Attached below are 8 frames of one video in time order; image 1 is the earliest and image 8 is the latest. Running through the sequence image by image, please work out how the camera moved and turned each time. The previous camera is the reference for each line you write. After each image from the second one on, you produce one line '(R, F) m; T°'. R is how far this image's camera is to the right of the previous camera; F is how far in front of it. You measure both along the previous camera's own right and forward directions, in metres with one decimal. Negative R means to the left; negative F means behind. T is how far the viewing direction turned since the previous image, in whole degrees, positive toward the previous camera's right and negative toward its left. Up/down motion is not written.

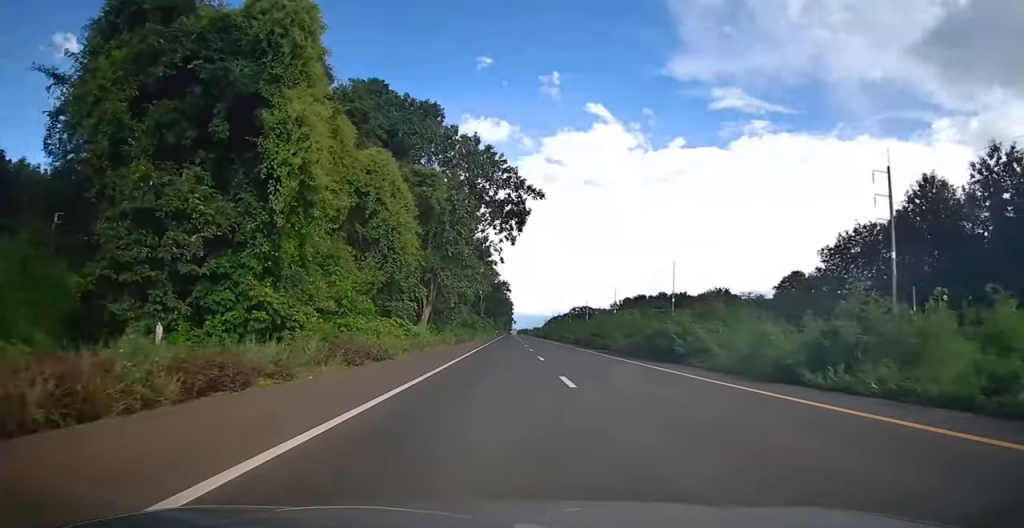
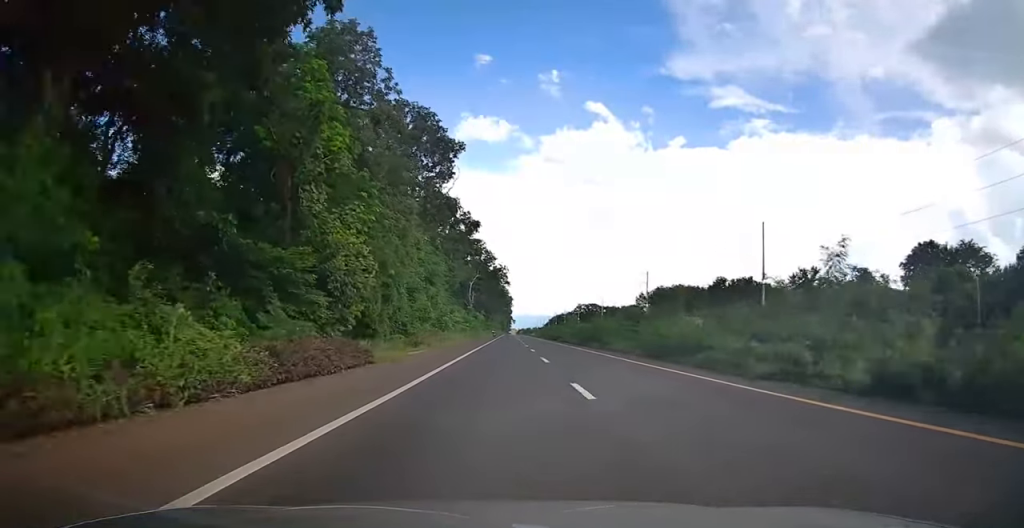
(+0.2, +49.9) m; 0°
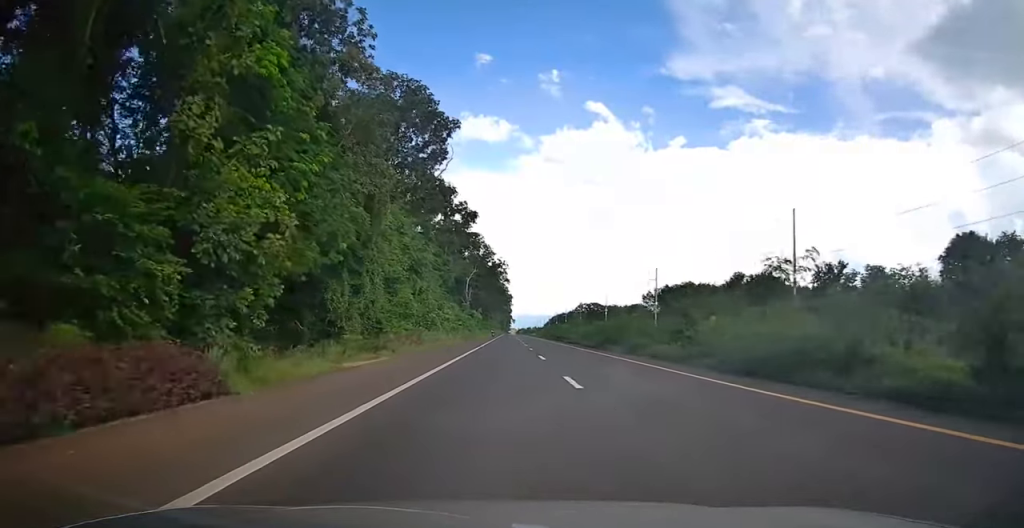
(0.0, +10.2) m; 0°
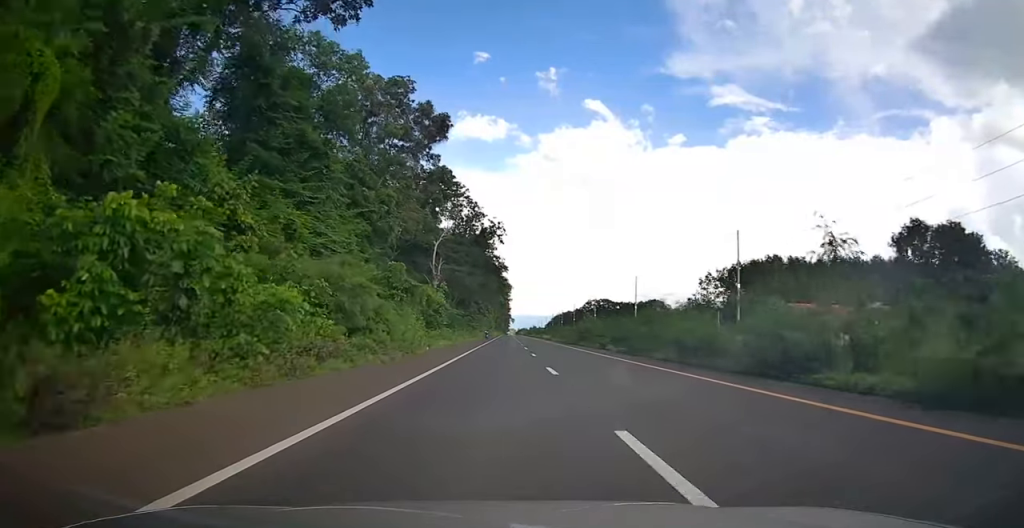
(0.0, +56.0) m; 0°
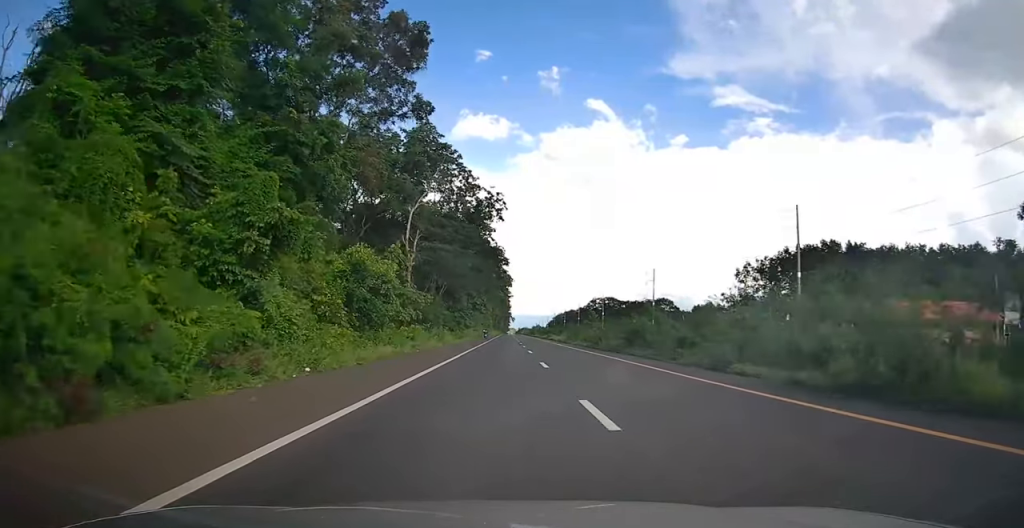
(+0.1, +20.8) m; 0°
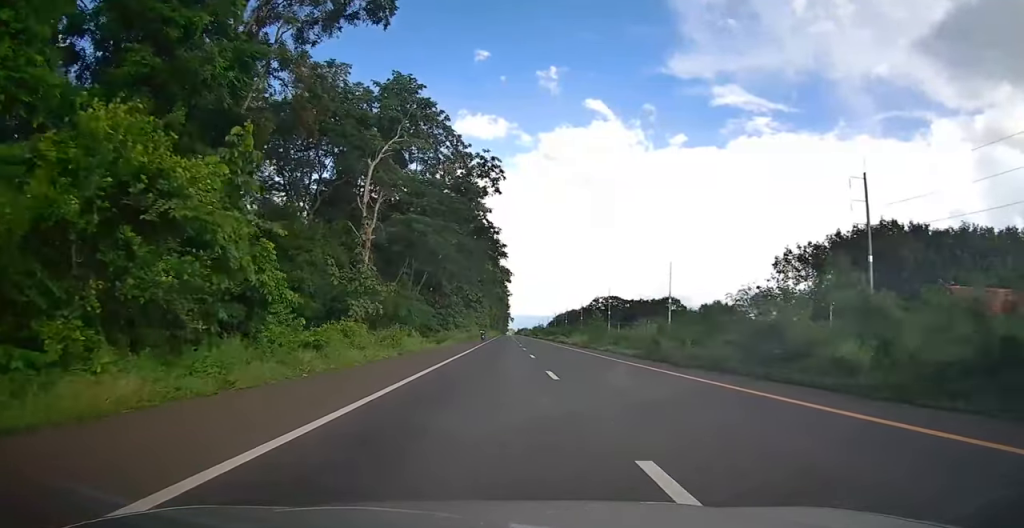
(0.0, +16.7) m; 0°
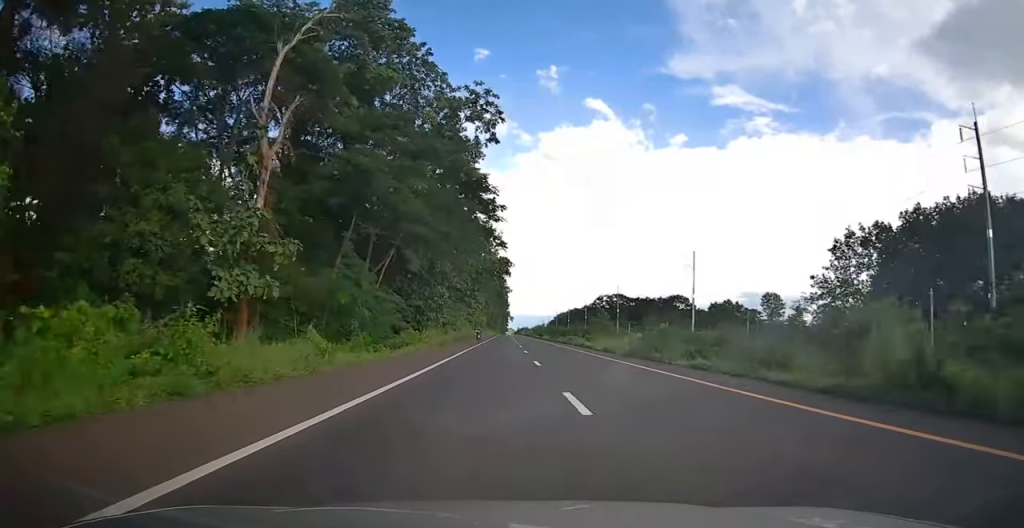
(0.0, +17.9) m; 0°
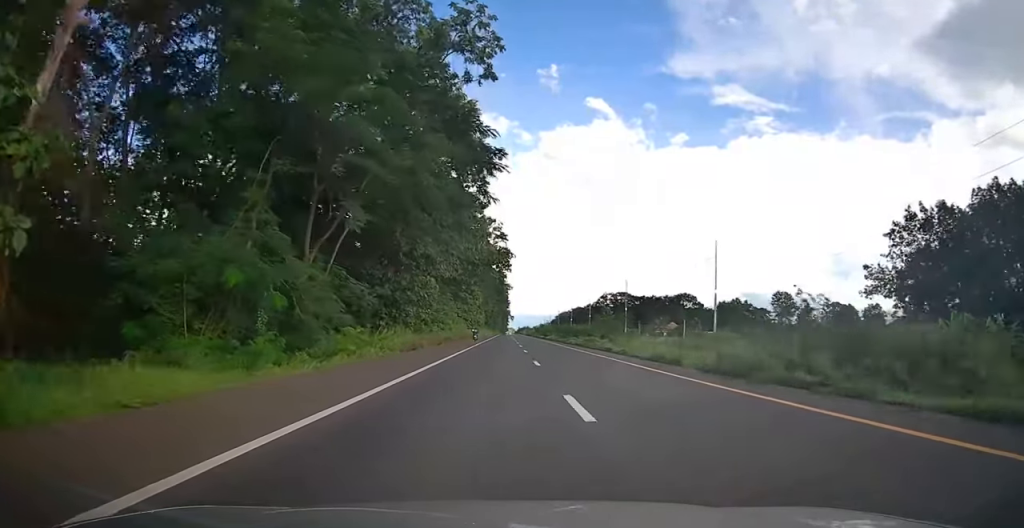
(-0.1, +12.6) m; 0°
